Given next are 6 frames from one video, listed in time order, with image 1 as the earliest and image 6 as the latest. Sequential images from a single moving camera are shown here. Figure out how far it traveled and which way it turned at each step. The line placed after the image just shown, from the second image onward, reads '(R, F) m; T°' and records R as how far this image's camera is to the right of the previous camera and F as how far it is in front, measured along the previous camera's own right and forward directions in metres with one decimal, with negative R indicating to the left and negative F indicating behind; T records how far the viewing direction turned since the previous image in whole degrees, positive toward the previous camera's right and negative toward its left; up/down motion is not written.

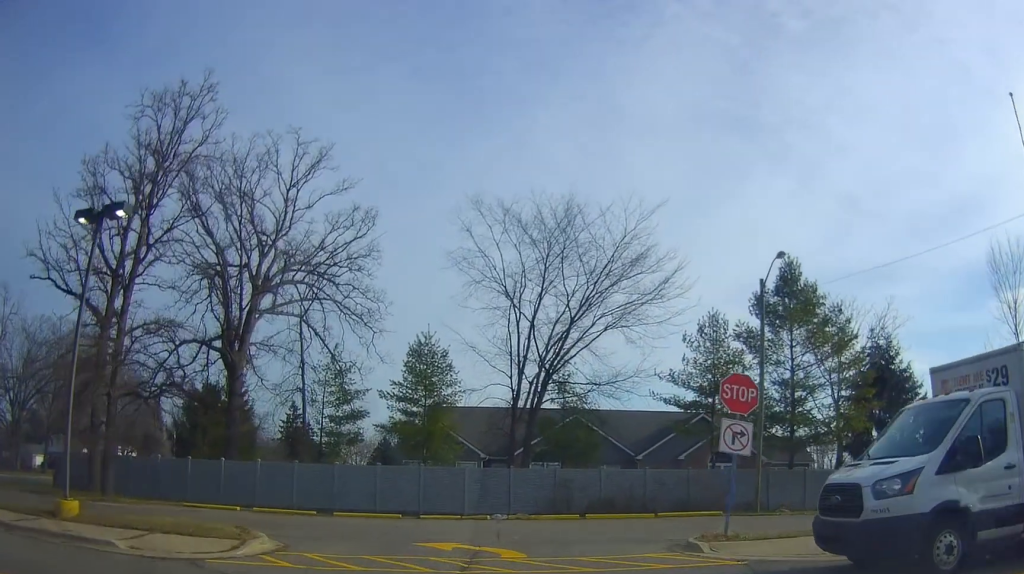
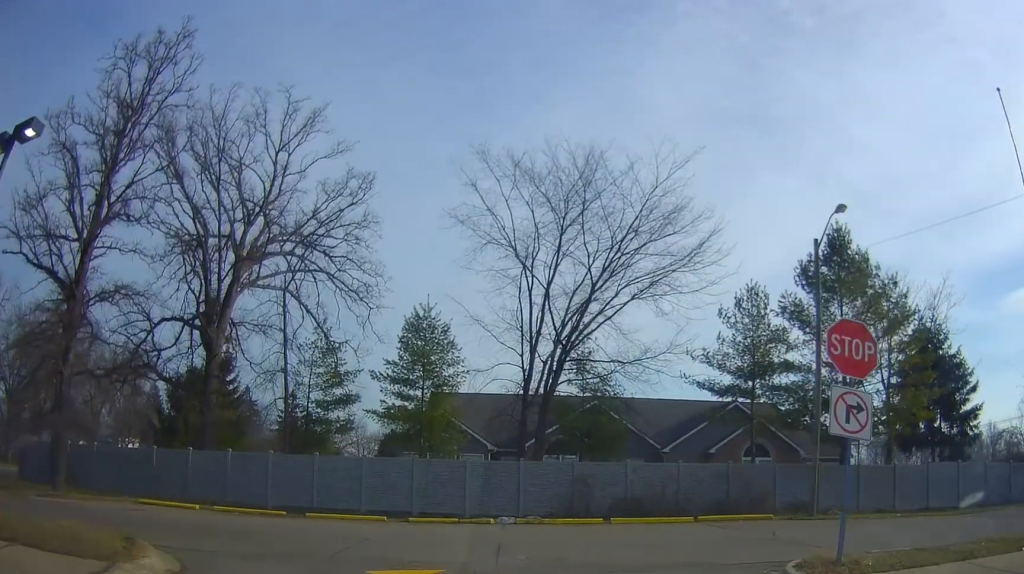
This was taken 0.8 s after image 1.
(-0.2, +3.6) m; -6°
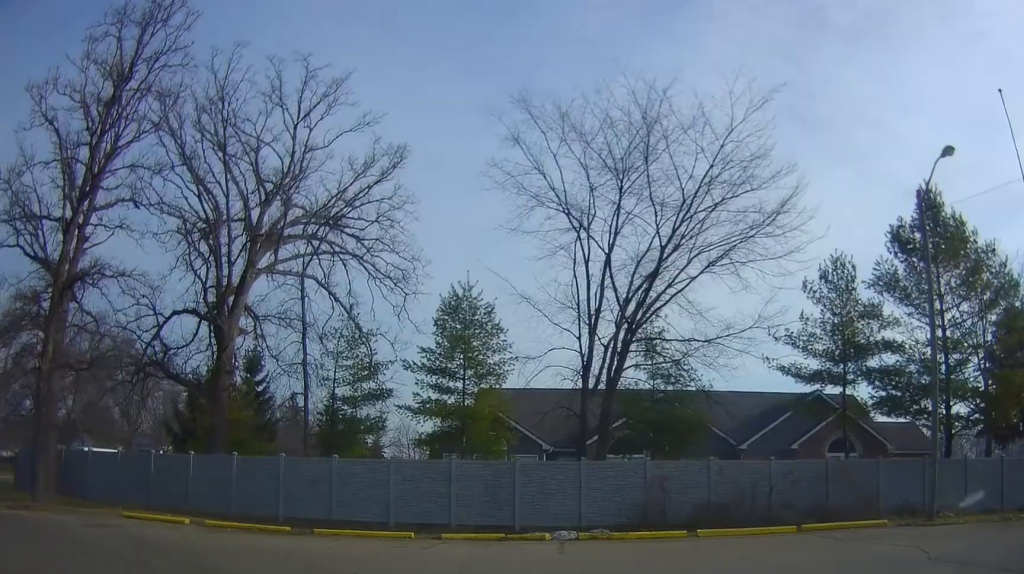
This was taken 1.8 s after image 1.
(-0.3, +4.2) m; -10°
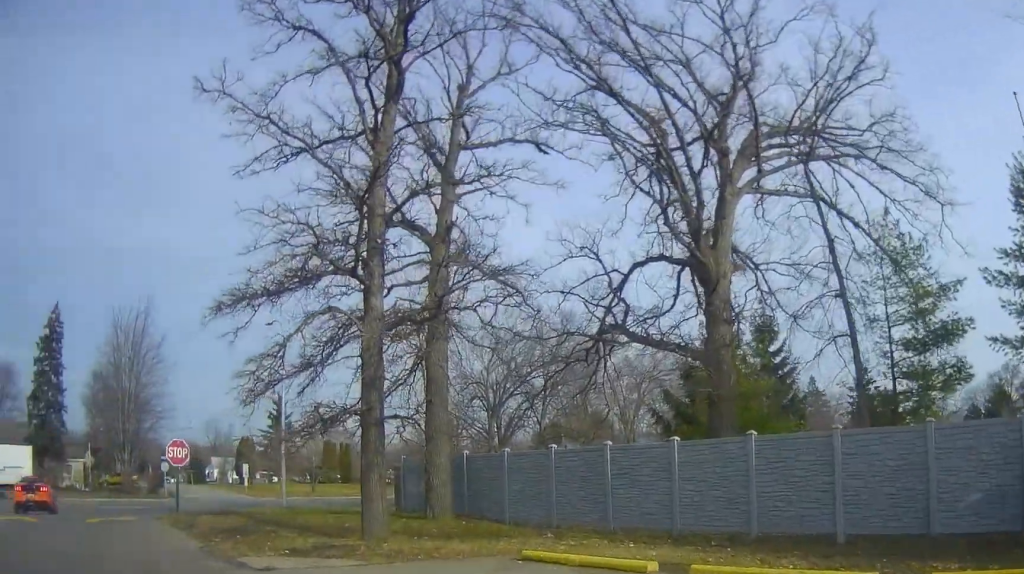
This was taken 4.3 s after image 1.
(-3.6, +9.7) m; -43°
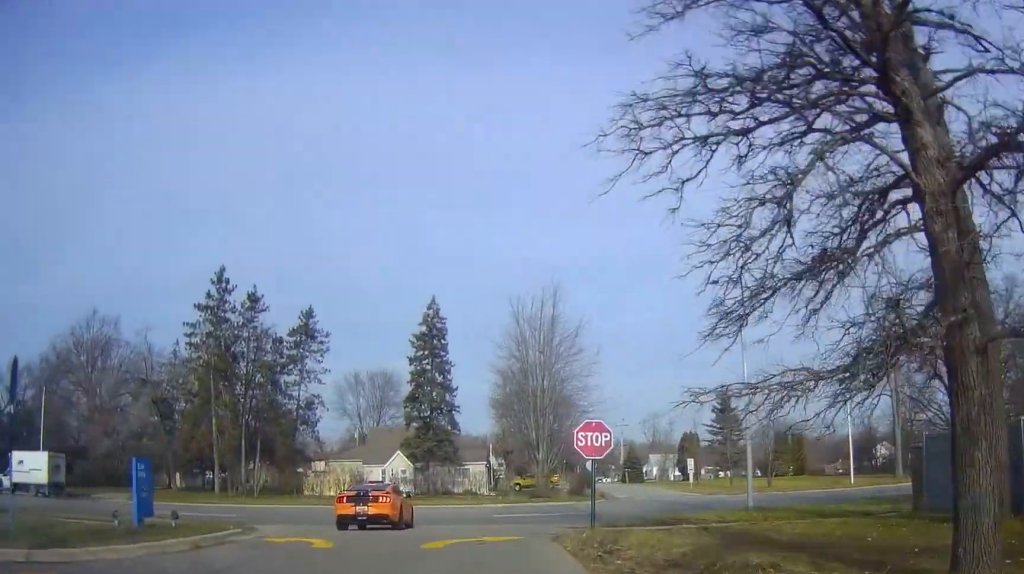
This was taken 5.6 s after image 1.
(-1.1, +6.5) m; -17°
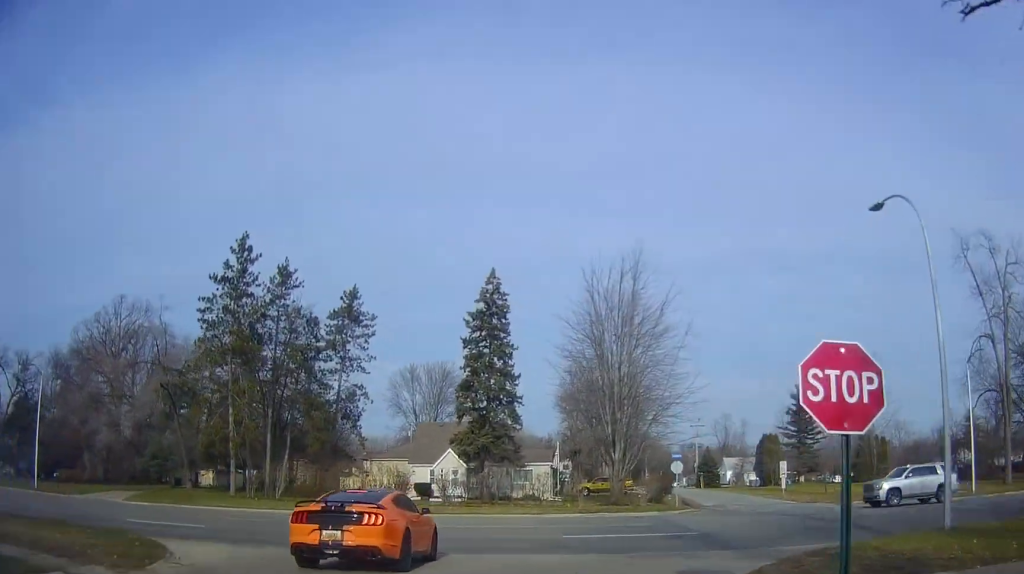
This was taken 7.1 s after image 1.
(-1.0, +7.3) m; -15°
